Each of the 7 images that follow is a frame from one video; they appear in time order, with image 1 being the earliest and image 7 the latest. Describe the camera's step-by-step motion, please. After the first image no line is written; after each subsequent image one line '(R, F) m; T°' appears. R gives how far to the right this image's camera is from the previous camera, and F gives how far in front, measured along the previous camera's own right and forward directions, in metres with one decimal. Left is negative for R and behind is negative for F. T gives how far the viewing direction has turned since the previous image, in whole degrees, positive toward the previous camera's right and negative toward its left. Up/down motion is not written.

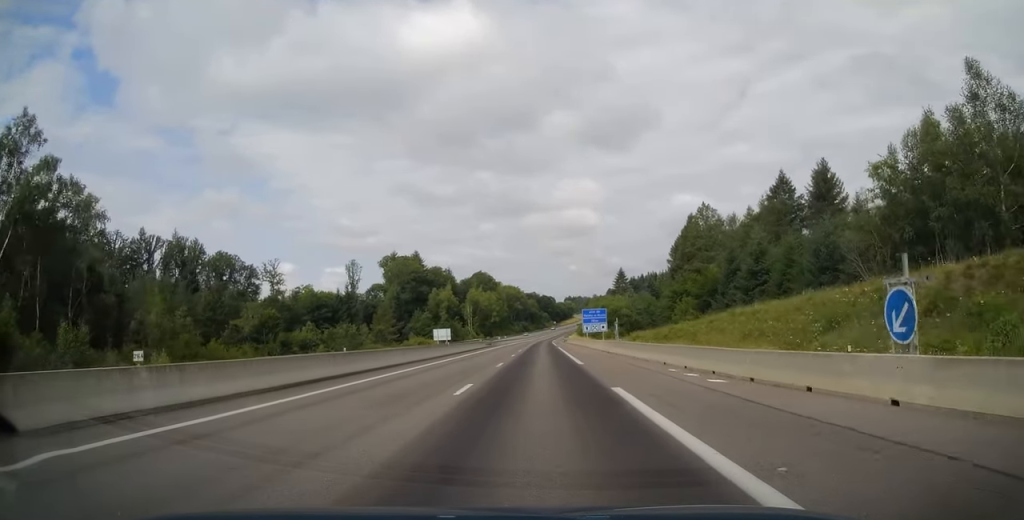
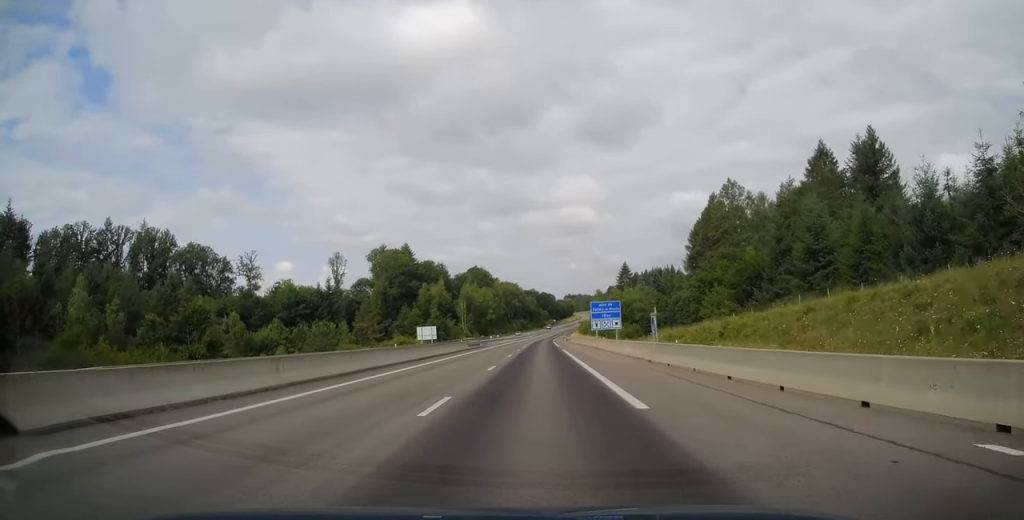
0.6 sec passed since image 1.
(+0.2, +16.7) m; 0°
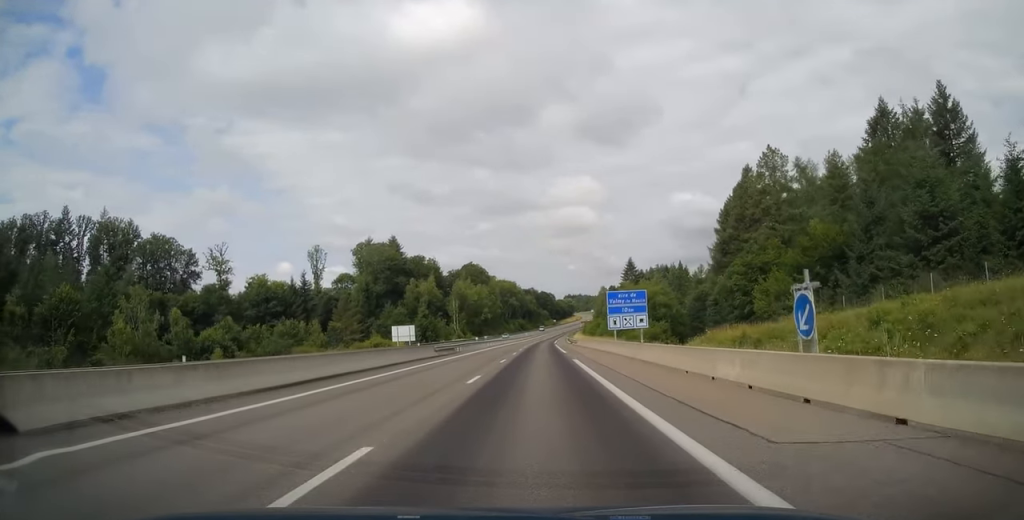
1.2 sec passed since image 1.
(+0.1, +18.6) m; 0°
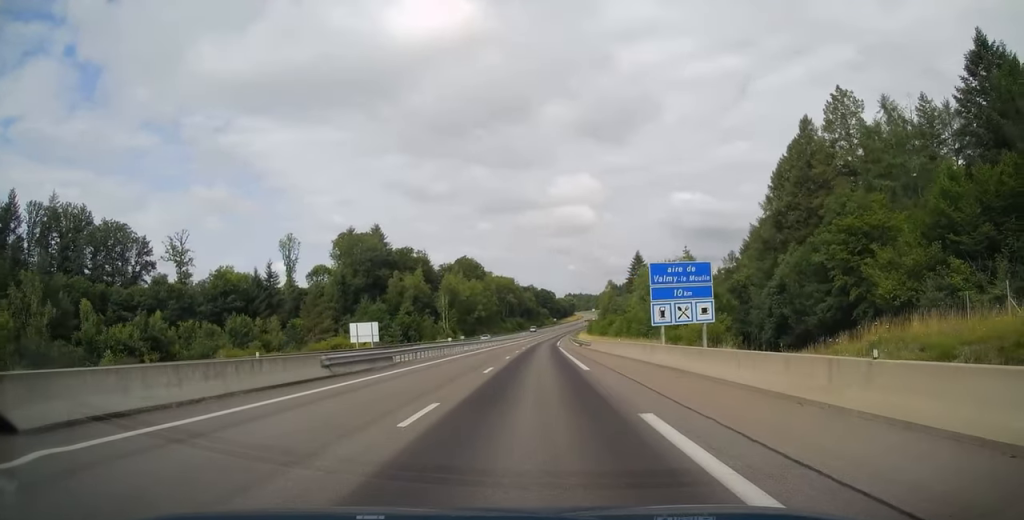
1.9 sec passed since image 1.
(0.0, +21.1) m; 0°
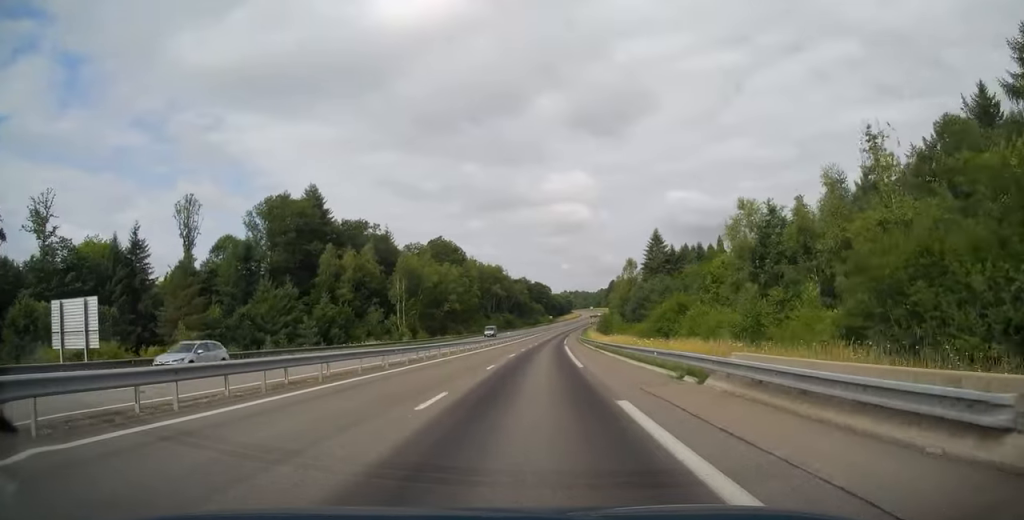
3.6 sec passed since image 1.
(+0.1, +49.5) m; +1°
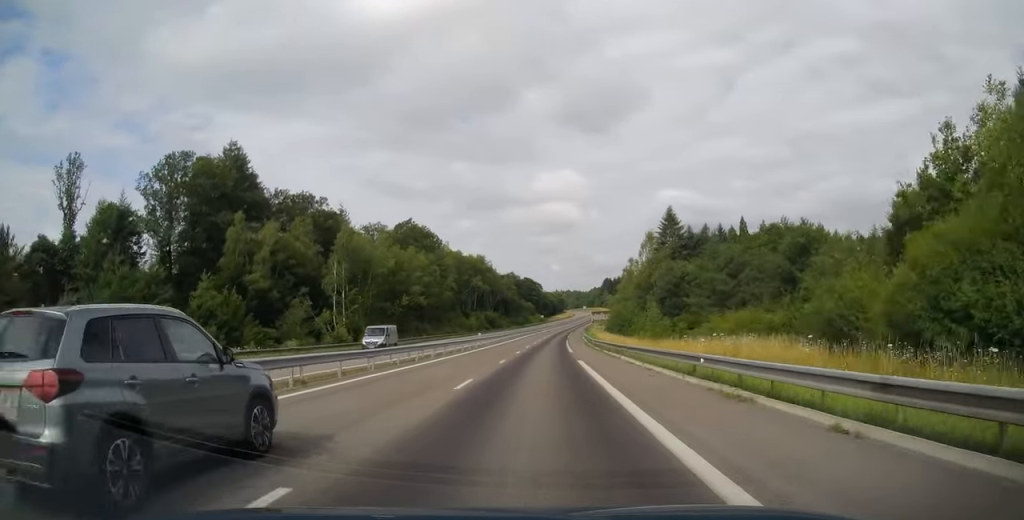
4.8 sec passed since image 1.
(+0.4, +34.2) m; +2°
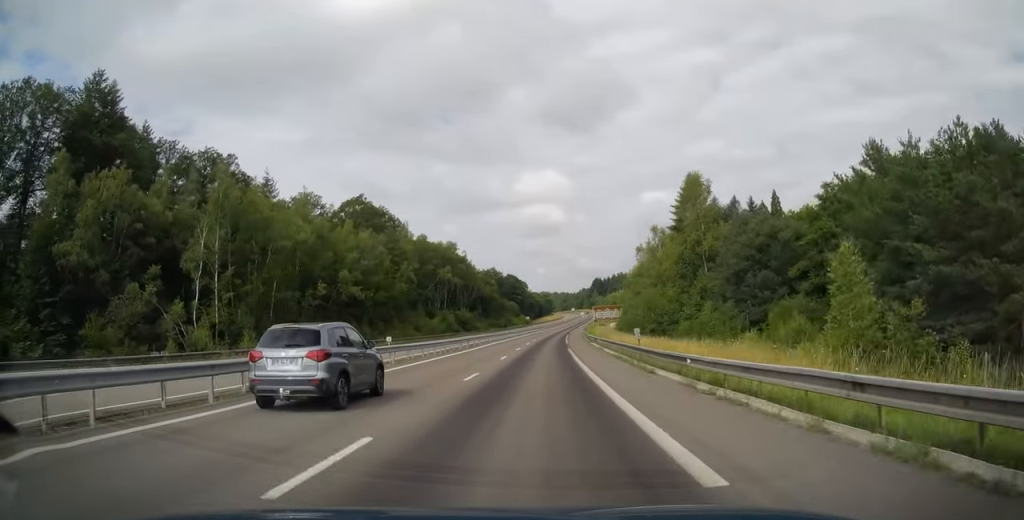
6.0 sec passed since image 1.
(+0.7, +35.7) m; +2°
